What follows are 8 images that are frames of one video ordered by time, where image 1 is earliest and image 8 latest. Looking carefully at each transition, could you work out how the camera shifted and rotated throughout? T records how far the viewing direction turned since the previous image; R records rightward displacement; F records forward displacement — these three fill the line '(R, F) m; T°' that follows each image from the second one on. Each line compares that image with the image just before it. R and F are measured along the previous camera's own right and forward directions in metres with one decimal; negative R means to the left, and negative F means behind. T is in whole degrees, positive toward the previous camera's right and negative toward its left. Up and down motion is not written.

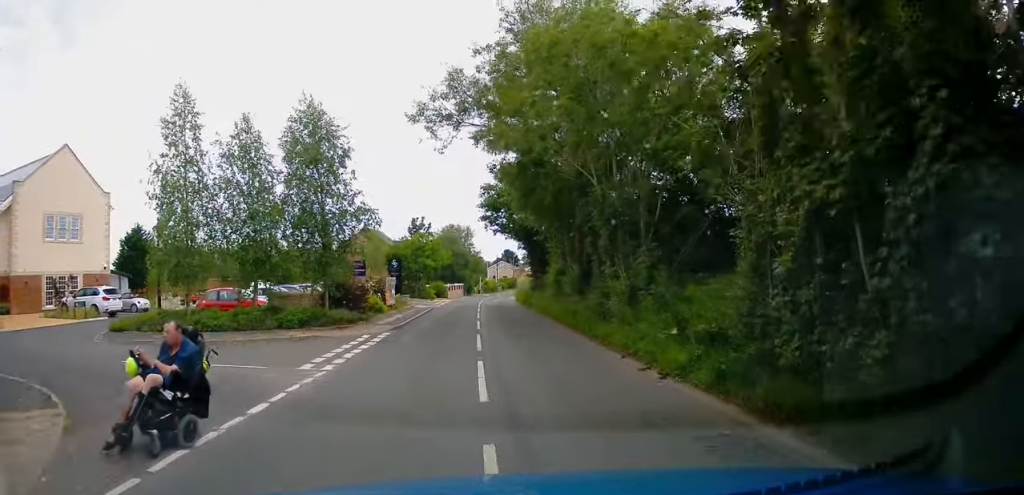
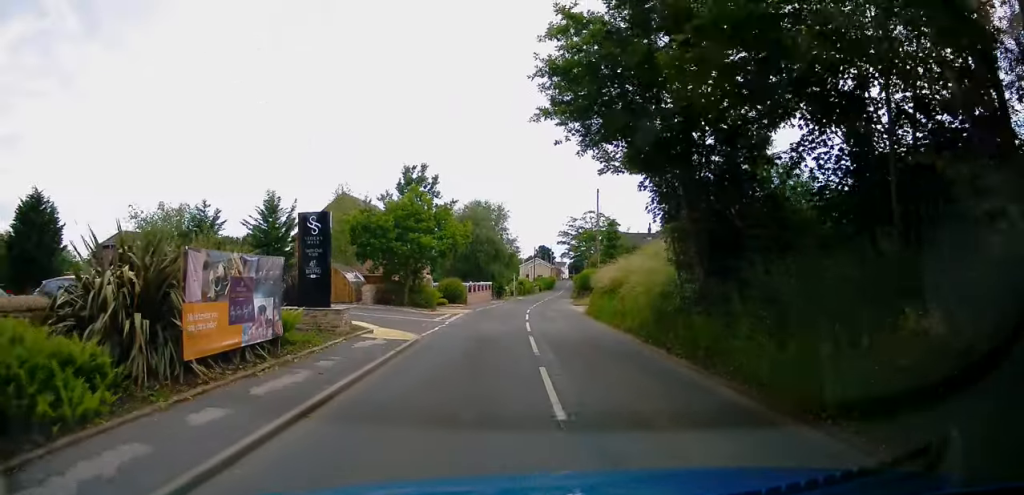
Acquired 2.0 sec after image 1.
(-0.5, +24.7) m; -1°
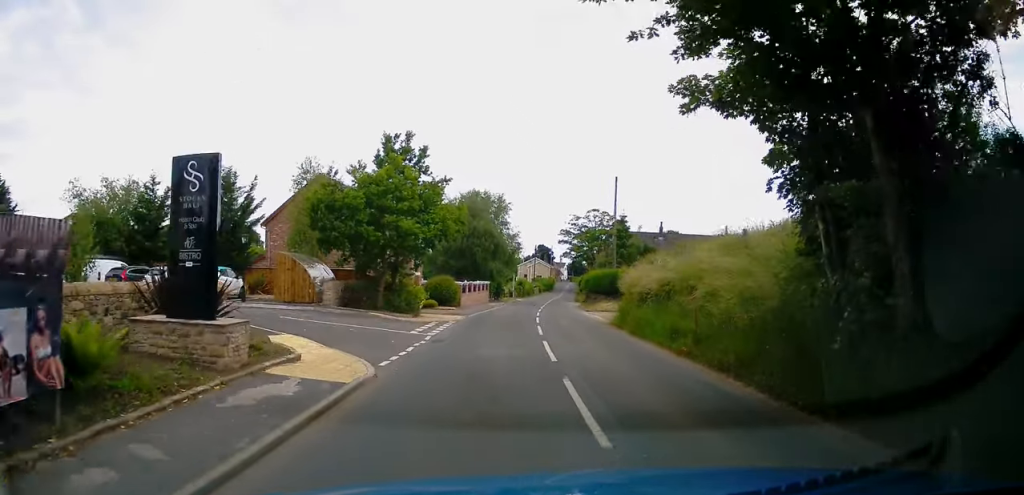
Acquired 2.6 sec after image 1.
(0.0, +6.8) m; +1°
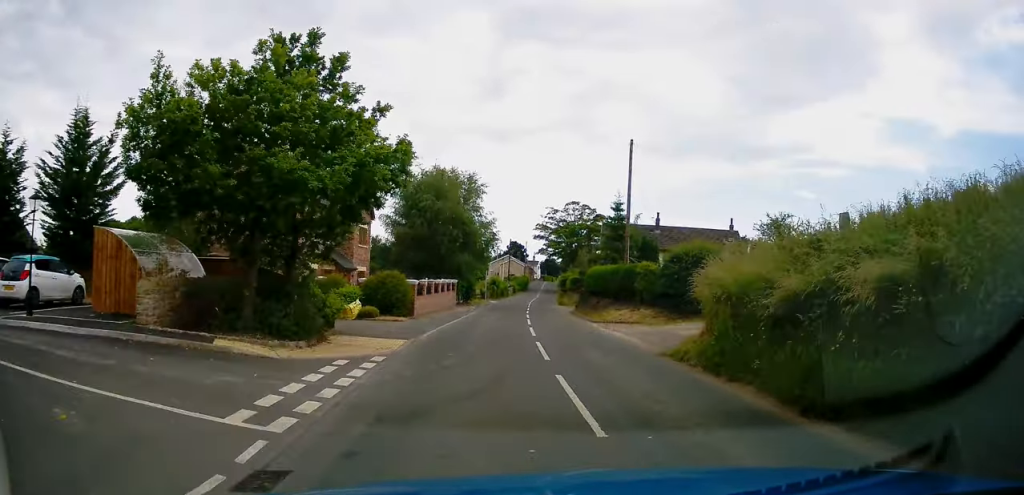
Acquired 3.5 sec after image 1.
(+0.1, +11.2) m; +2°
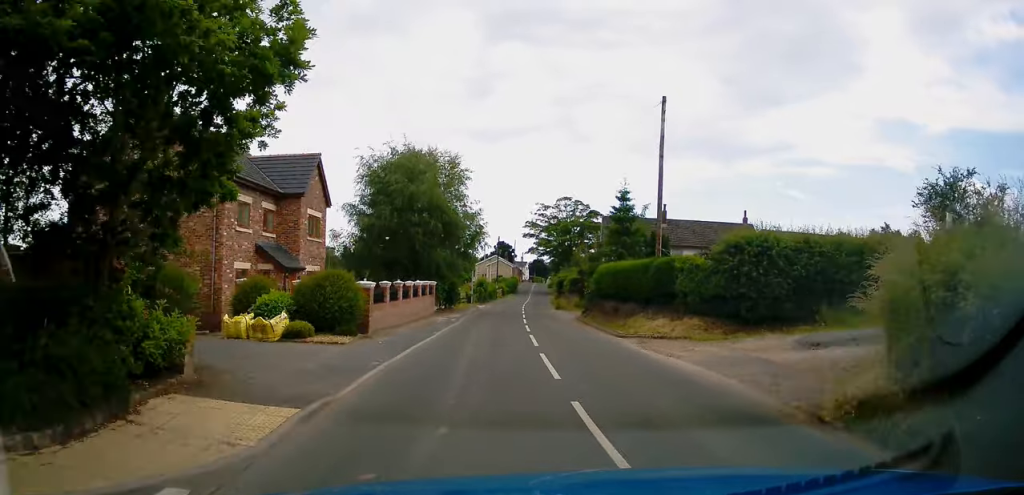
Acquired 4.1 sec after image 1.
(+0.4, +7.5) m; 0°
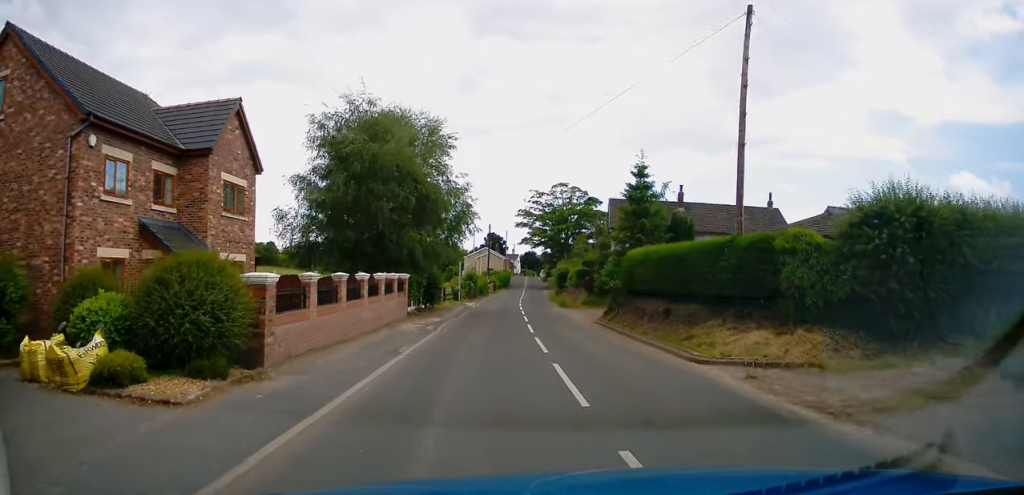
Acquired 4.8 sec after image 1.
(-0.1, +8.2) m; 0°
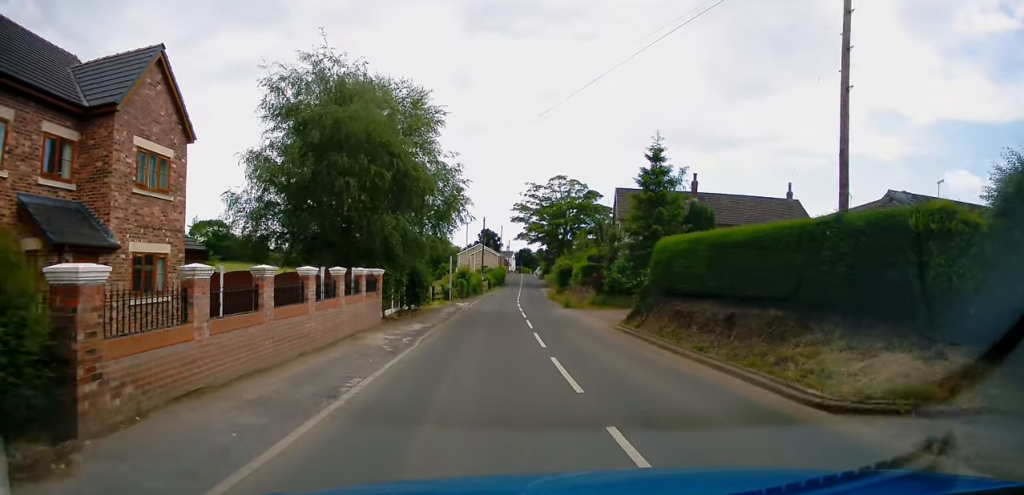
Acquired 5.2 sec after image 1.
(-0.2, +5.2) m; 0°
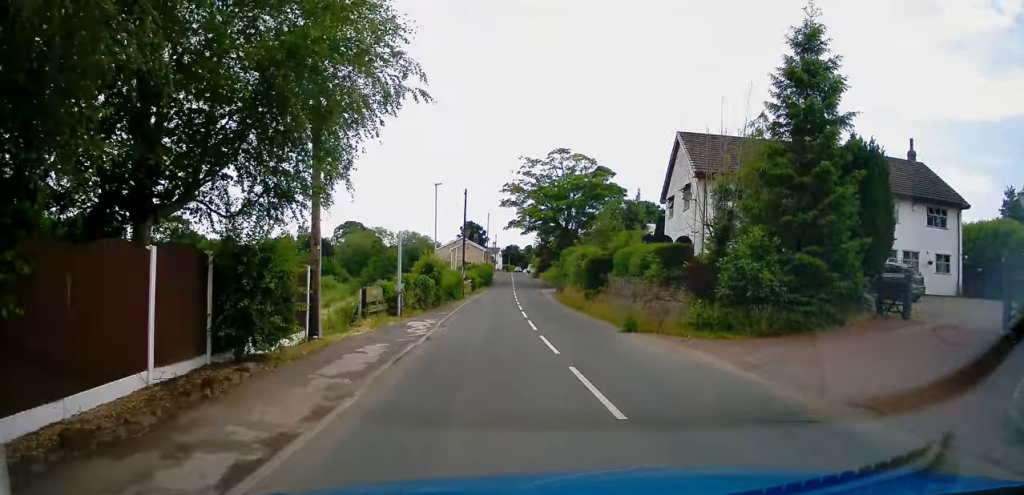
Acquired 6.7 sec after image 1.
(+0.7, +18.9) m; +4°
